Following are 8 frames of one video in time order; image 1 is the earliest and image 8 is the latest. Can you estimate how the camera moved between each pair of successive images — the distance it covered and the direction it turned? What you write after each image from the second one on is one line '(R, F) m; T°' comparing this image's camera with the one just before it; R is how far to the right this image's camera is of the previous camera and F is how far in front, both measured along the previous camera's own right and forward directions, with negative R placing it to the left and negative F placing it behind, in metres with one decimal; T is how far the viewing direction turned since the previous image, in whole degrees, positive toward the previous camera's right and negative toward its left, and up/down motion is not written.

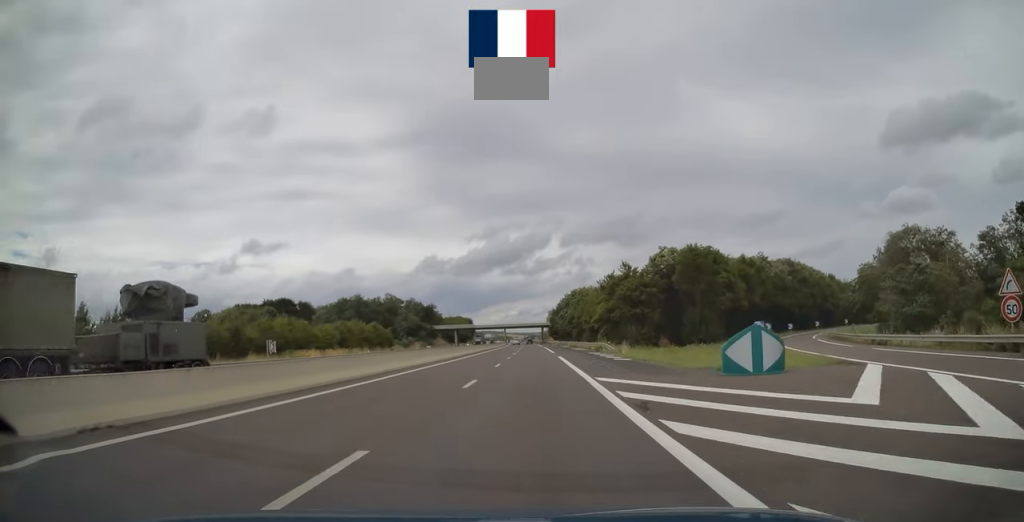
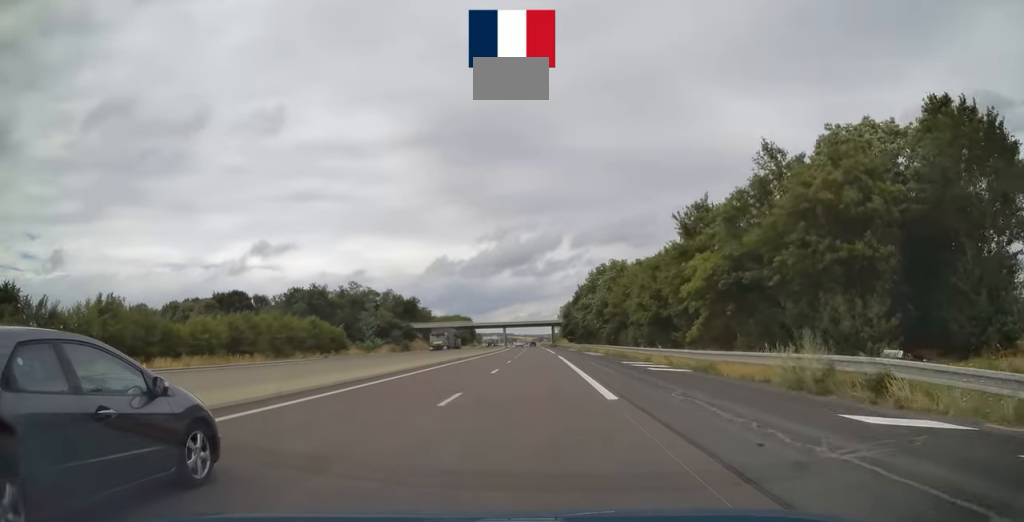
(-0.1, +44.0) m; 0°
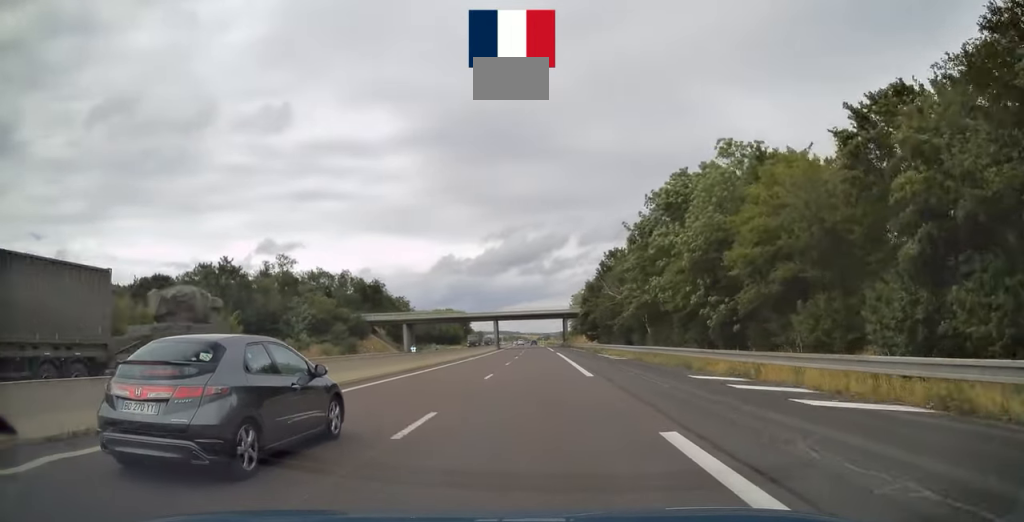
(-0.3, +43.9) m; -1°
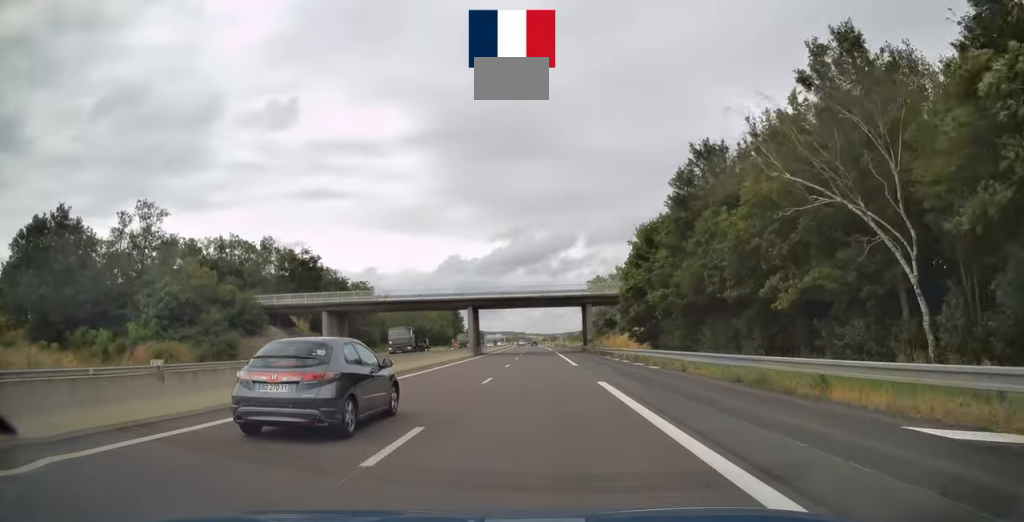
(-0.4, +41.2) m; -1°
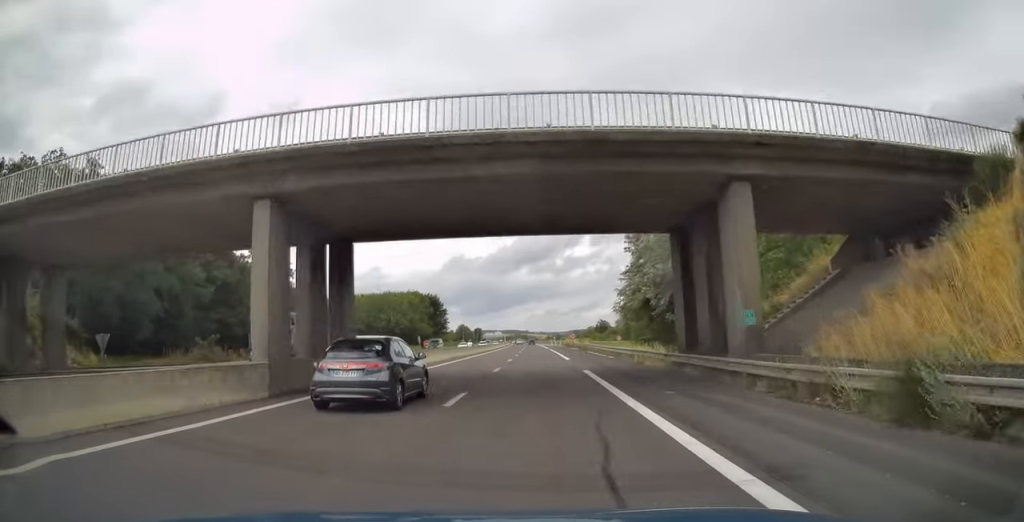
(-0.1, +46.7) m; 0°
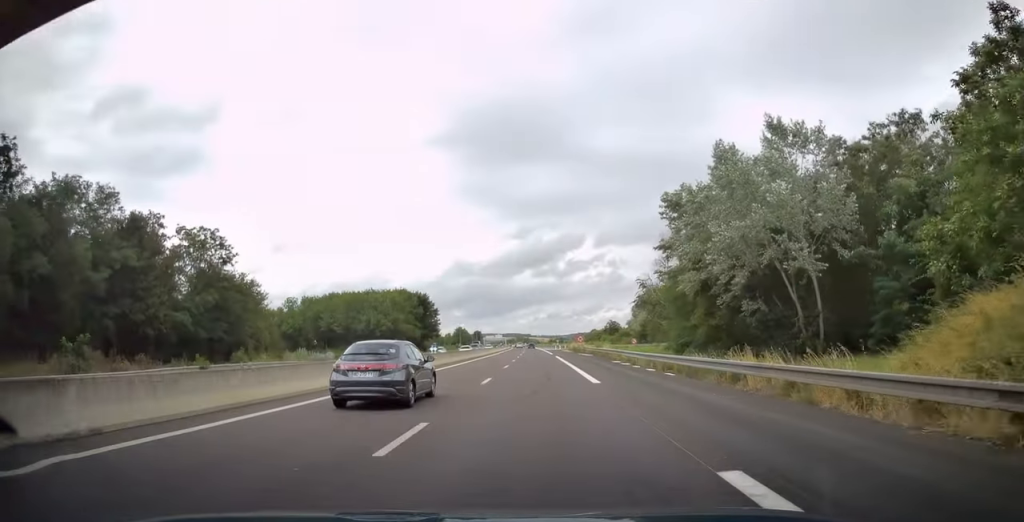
(-0.1, +18.2) m; 0°
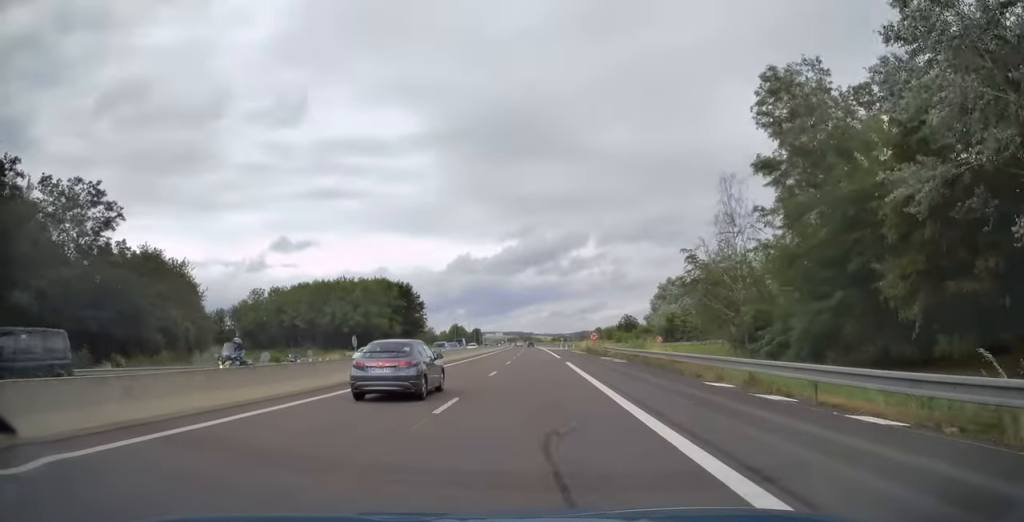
(0.0, +22.0) m; 0°
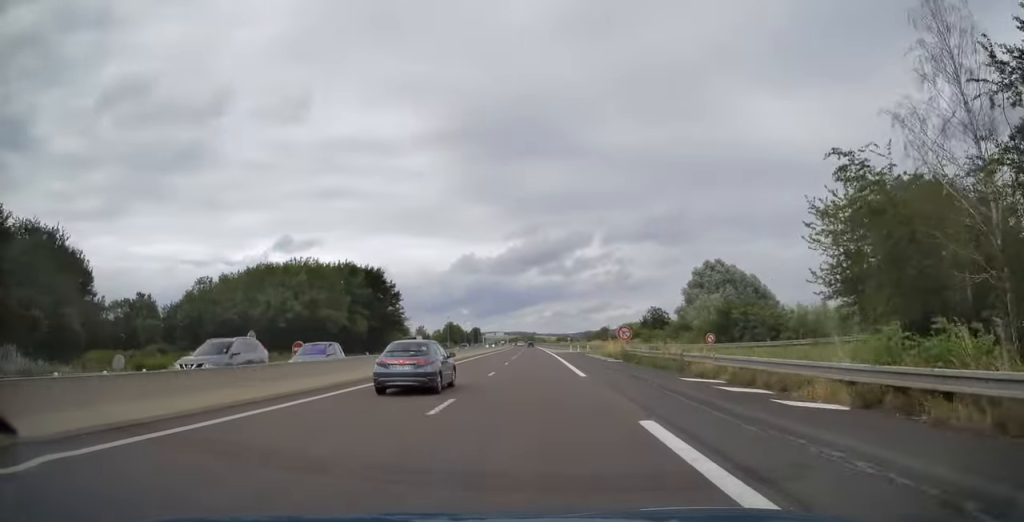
(0.0, +26.3) m; 0°
